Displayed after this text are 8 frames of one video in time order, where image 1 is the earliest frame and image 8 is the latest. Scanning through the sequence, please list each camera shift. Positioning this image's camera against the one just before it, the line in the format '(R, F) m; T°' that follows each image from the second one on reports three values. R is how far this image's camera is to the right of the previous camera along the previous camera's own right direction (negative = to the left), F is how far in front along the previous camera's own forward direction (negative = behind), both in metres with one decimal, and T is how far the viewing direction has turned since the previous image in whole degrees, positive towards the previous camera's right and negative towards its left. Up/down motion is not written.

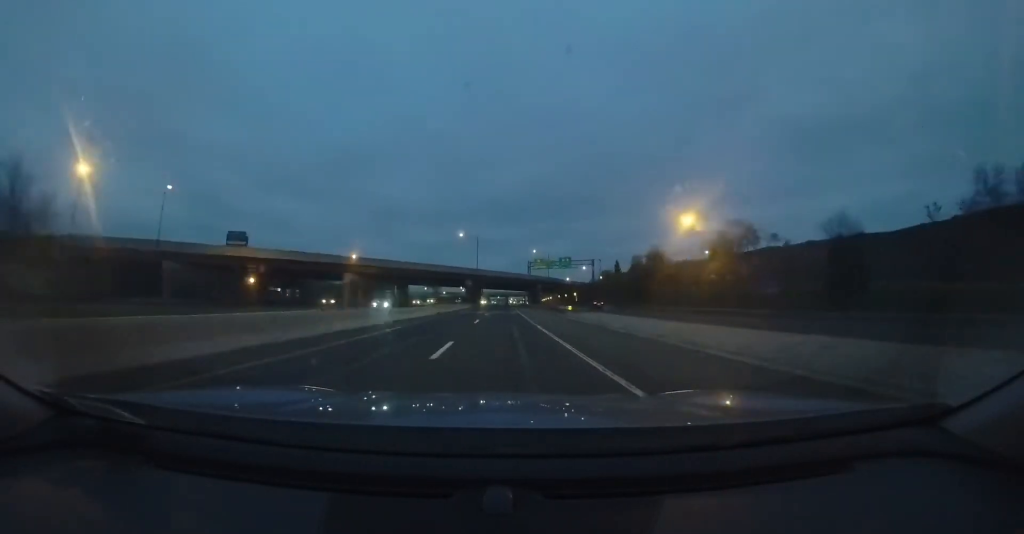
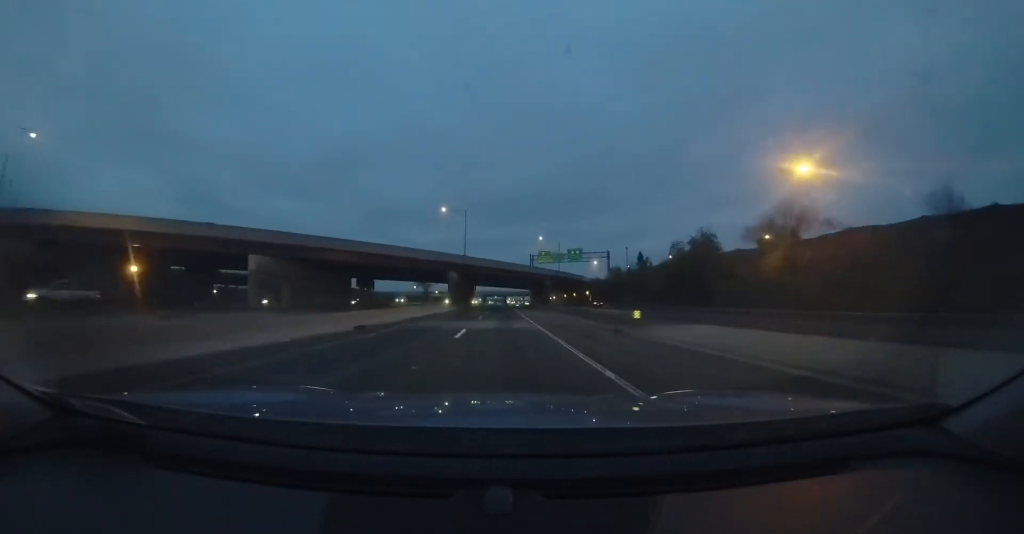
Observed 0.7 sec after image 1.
(+0.1, +20.0) m; 0°
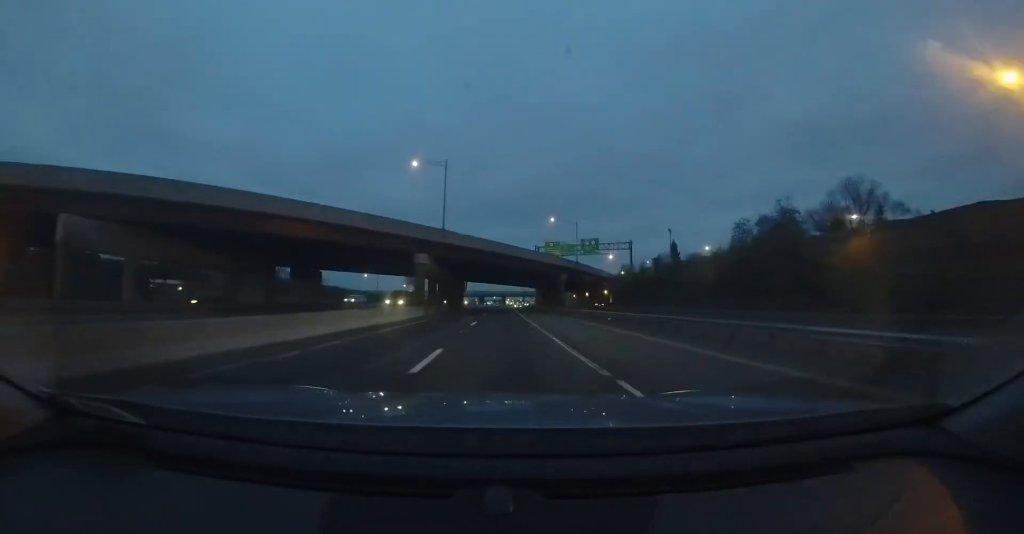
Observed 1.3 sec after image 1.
(0.0, +18.2) m; 0°
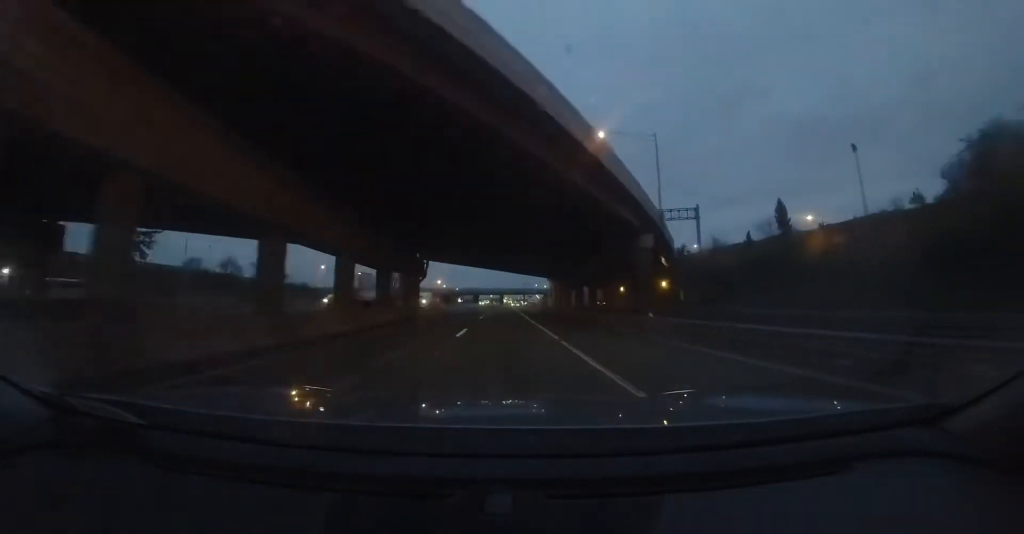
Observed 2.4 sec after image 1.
(0.0, +30.5) m; 0°
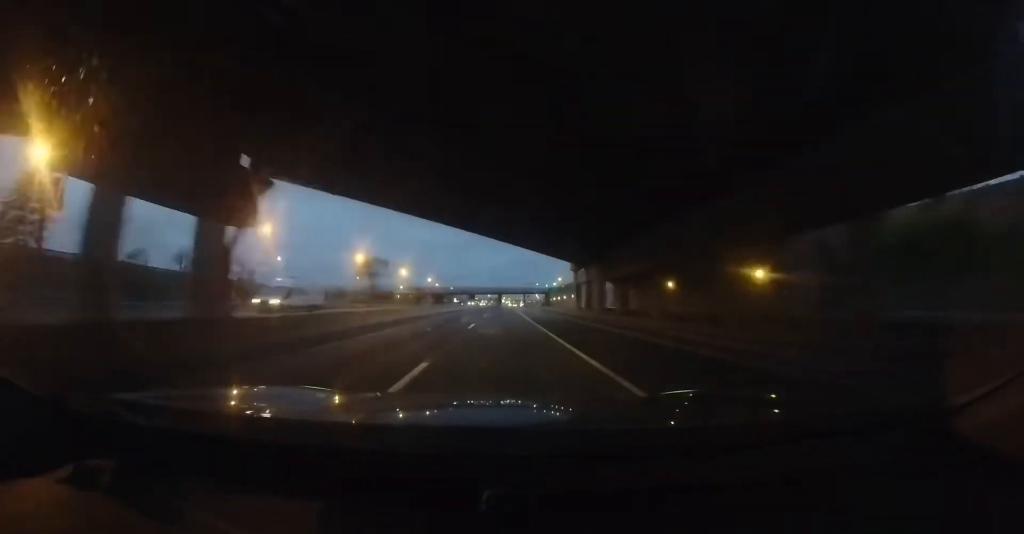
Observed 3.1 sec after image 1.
(0.0, +21.0) m; 0°
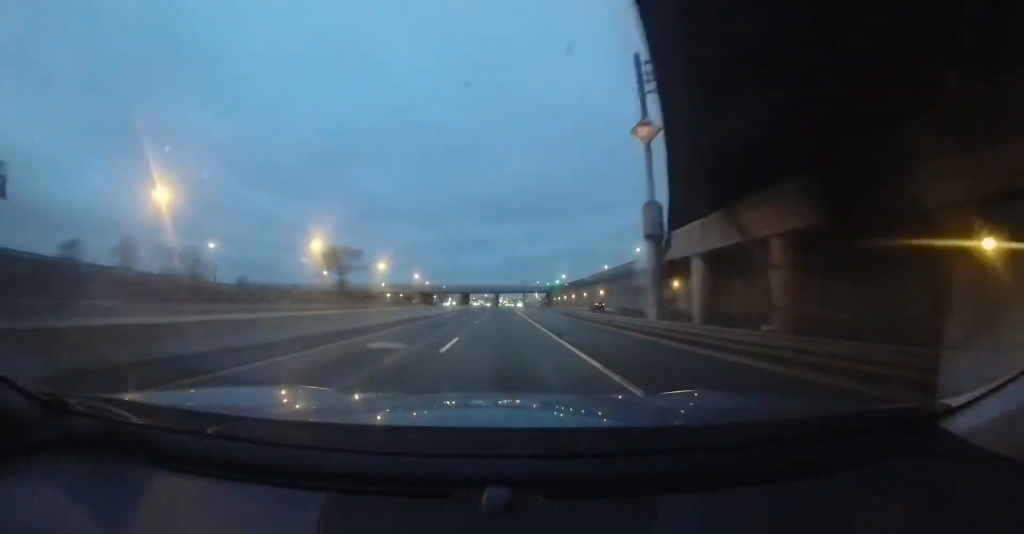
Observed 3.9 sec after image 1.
(0.0, +21.1) m; +1°
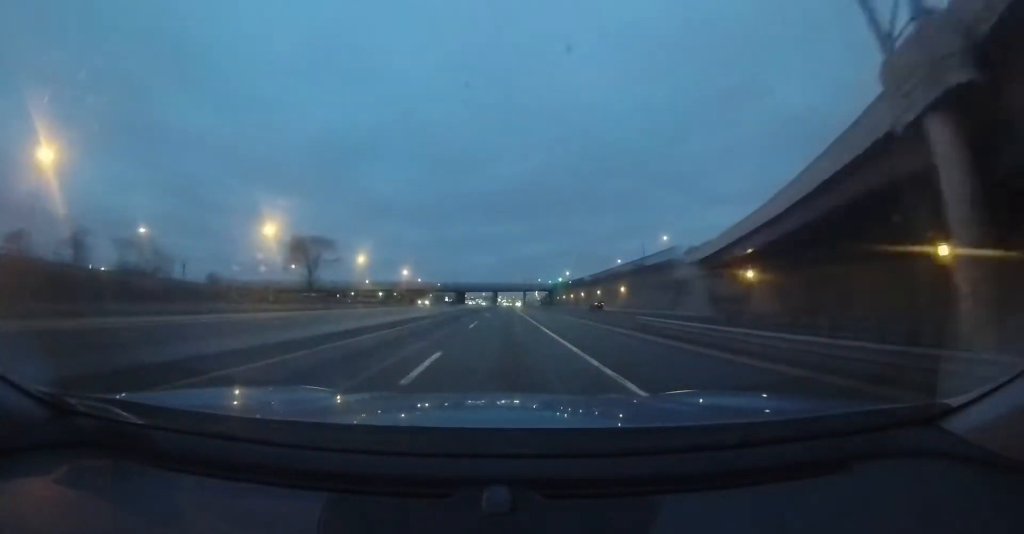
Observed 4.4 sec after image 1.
(-0.1, +15.4) m; +1°
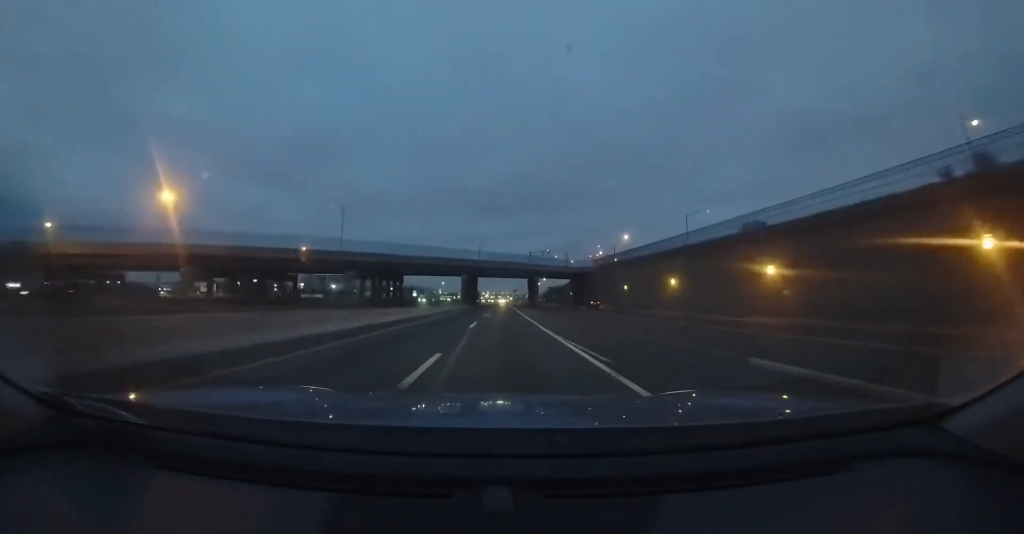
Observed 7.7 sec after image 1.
(+3.5, +96.5) m; +2°
